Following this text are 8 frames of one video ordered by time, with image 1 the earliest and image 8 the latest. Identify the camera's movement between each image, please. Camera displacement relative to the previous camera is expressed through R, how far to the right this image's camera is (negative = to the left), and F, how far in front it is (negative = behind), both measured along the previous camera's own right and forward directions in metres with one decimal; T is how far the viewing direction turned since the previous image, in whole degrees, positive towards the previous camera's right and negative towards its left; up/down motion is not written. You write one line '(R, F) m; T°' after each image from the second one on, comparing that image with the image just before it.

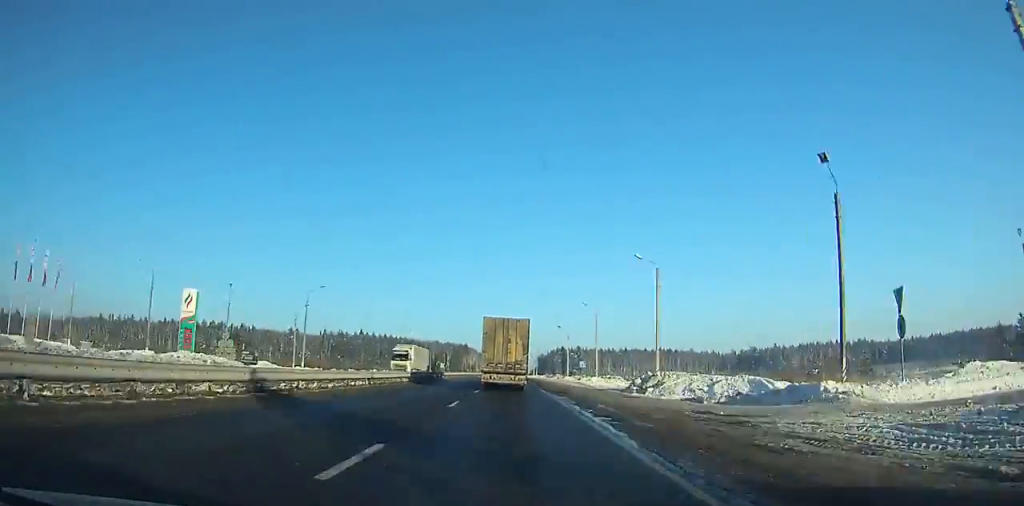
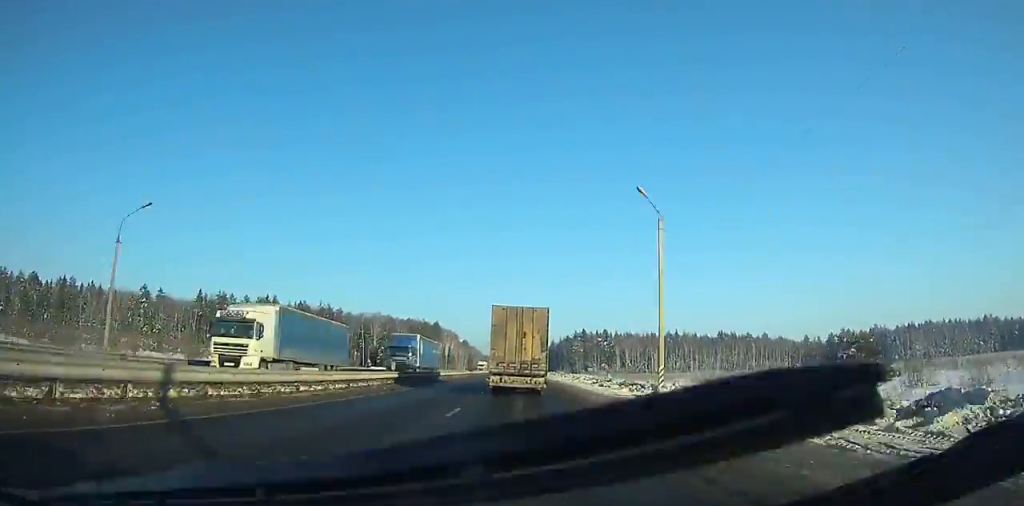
(+0.6, +173.4) m; 0°
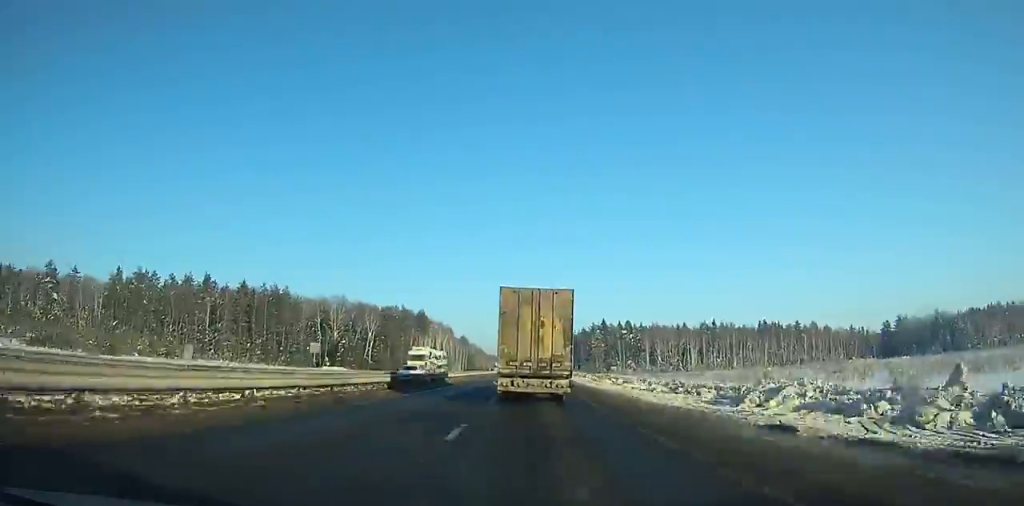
(-0.4, +62.3) m; -1°
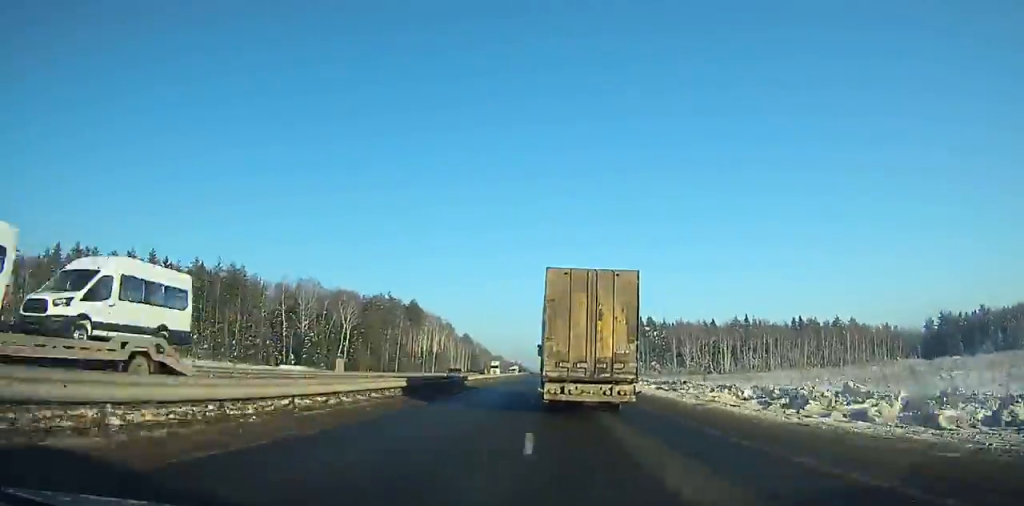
(-0.2, +37.2) m; +1°
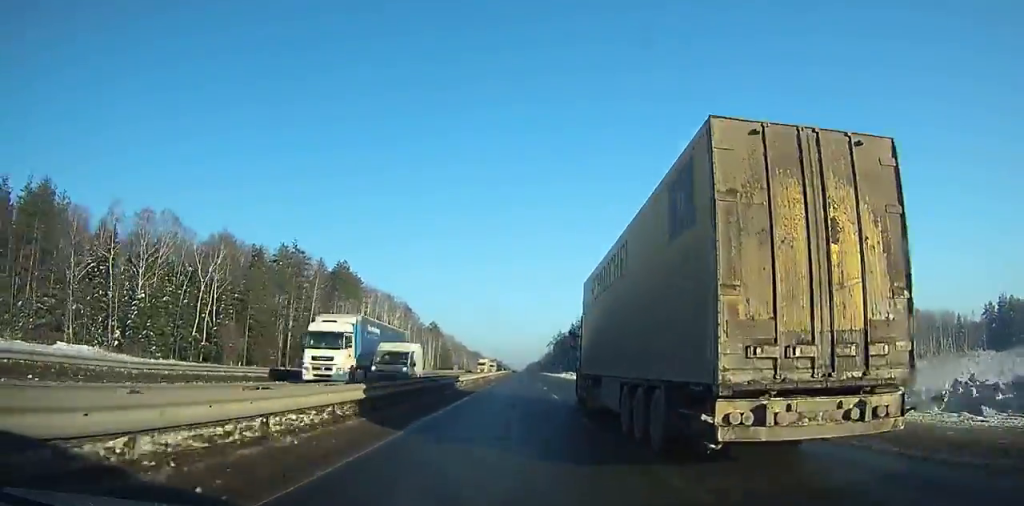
(+0.5, +66.2) m; +1°
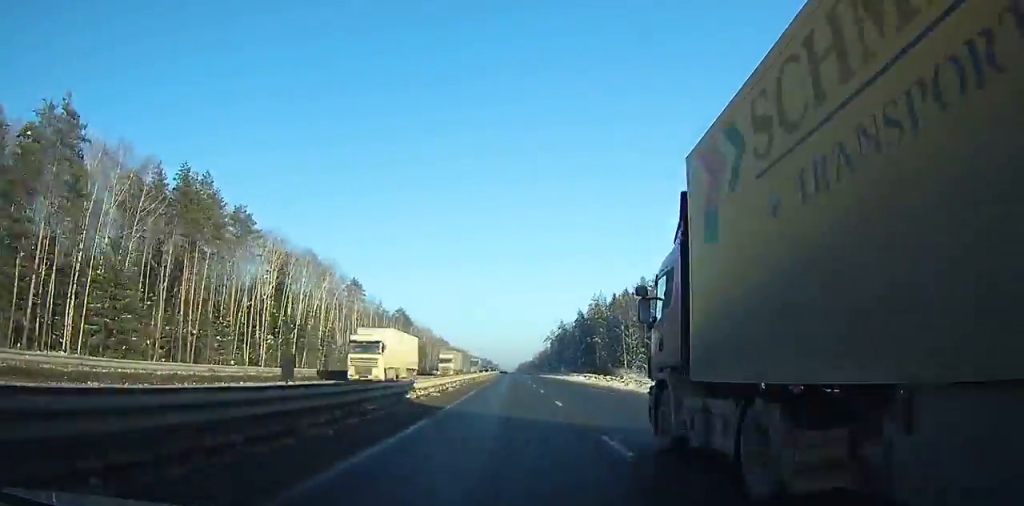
(+0.8, +66.0) m; +1°
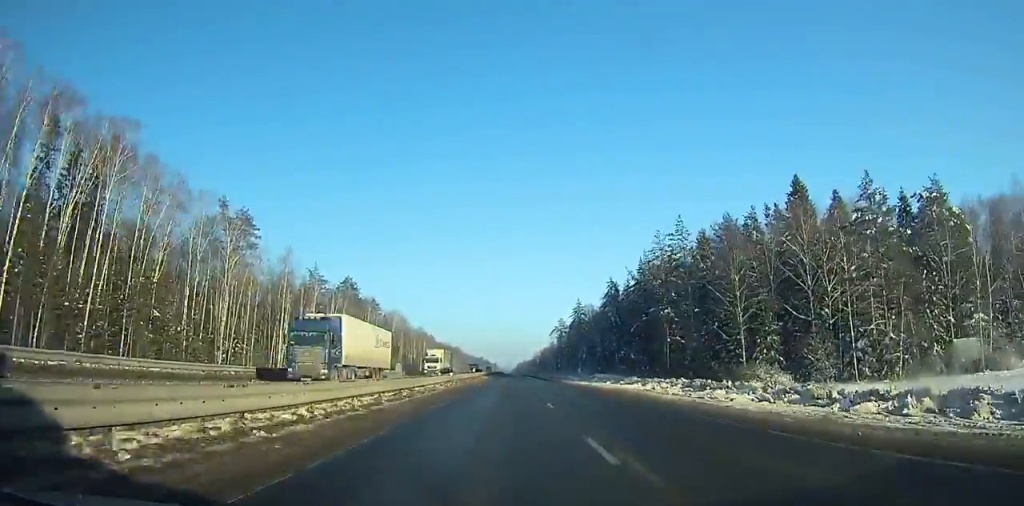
(+0.3, +72.8) m; 0°
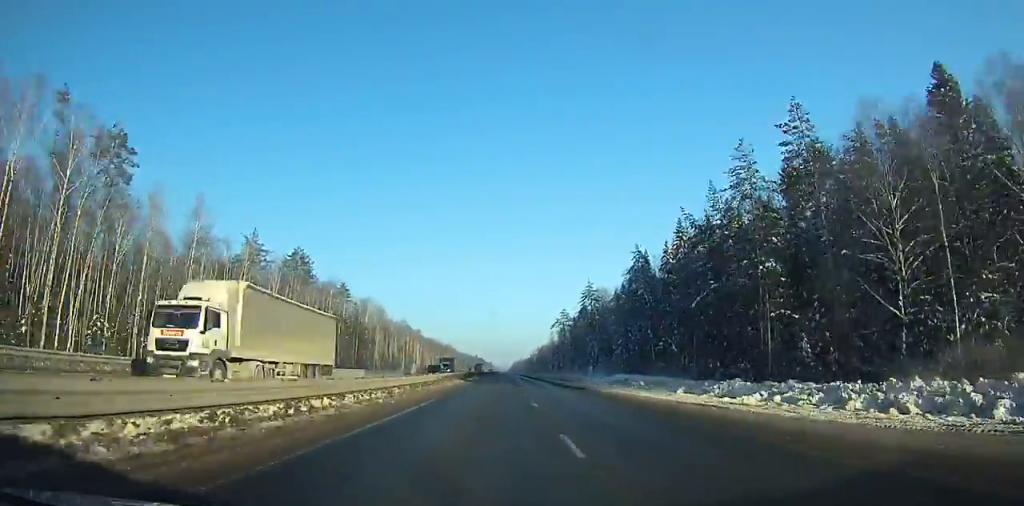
(+0.2, +35.3) m; 0°
